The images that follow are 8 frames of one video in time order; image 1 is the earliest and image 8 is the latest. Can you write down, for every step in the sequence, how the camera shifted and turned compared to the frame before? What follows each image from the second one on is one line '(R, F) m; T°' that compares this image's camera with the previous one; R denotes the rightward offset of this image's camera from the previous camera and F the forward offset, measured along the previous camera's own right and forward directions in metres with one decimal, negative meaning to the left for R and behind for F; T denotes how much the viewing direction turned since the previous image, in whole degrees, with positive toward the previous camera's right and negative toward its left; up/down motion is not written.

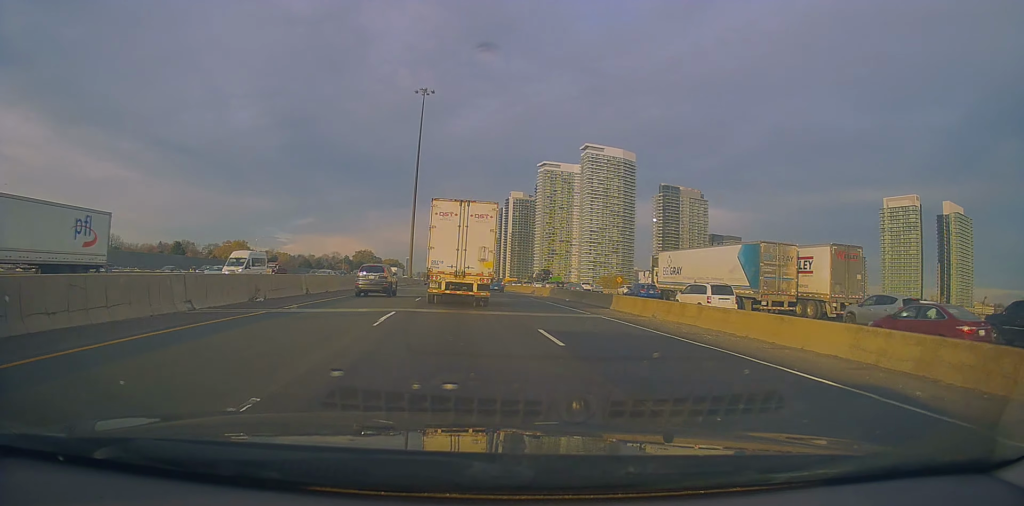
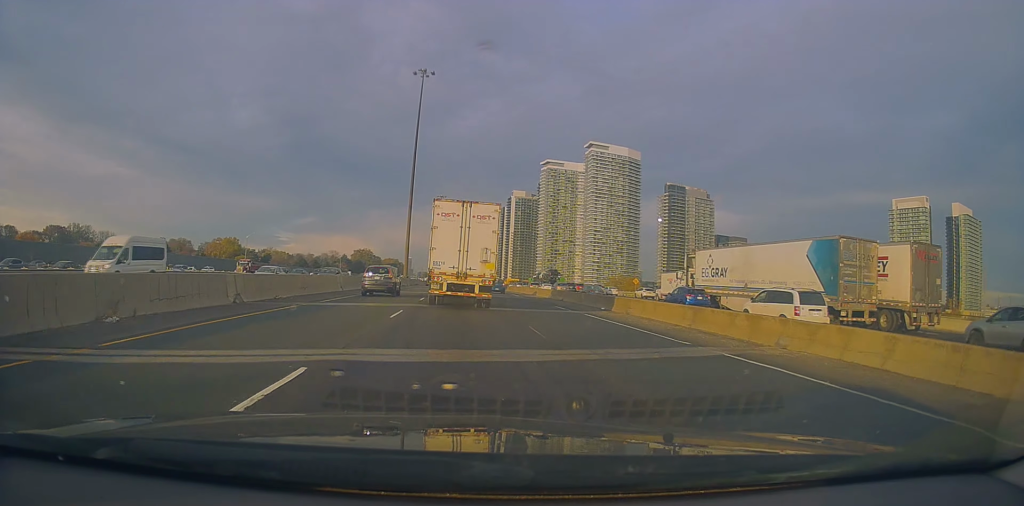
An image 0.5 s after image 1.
(+0.2, +10.1) m; +1°
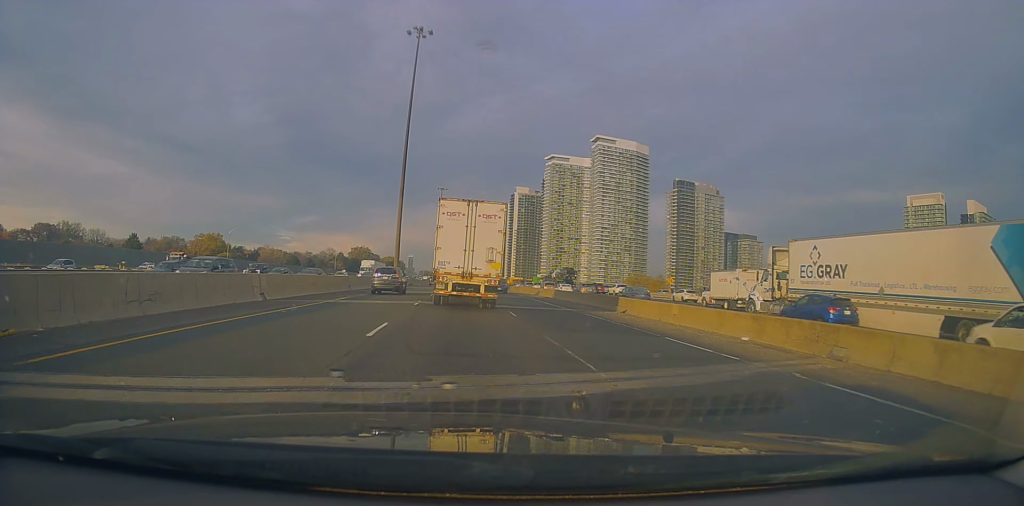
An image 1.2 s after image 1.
(+0.2, +16.4) m; 0°
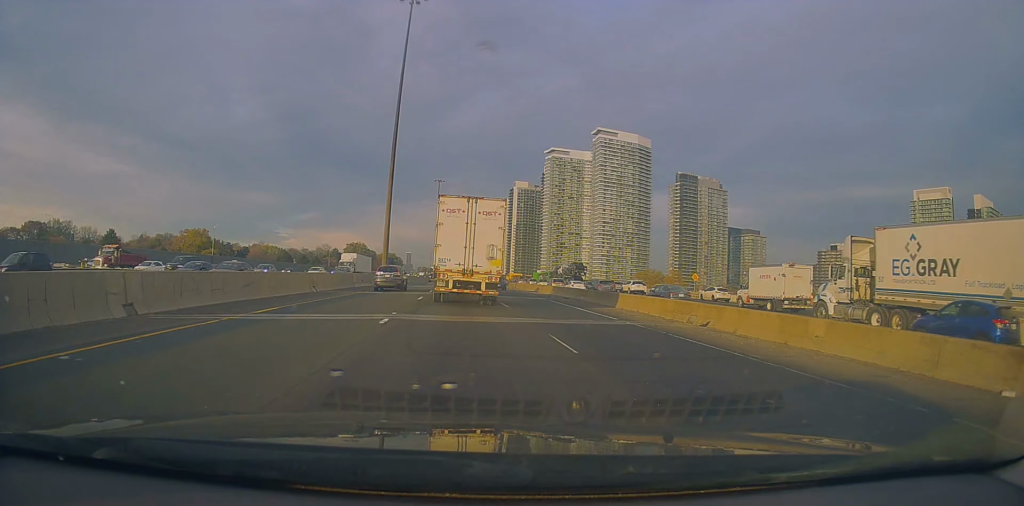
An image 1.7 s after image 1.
(+0.1, +10.4) m; -1°
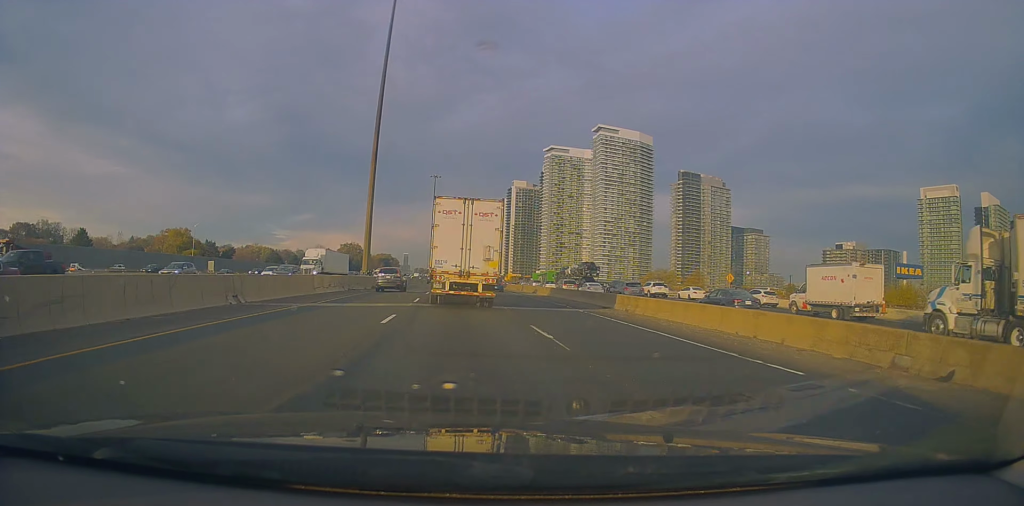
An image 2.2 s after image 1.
(-0.1, +12.0) m; 0°
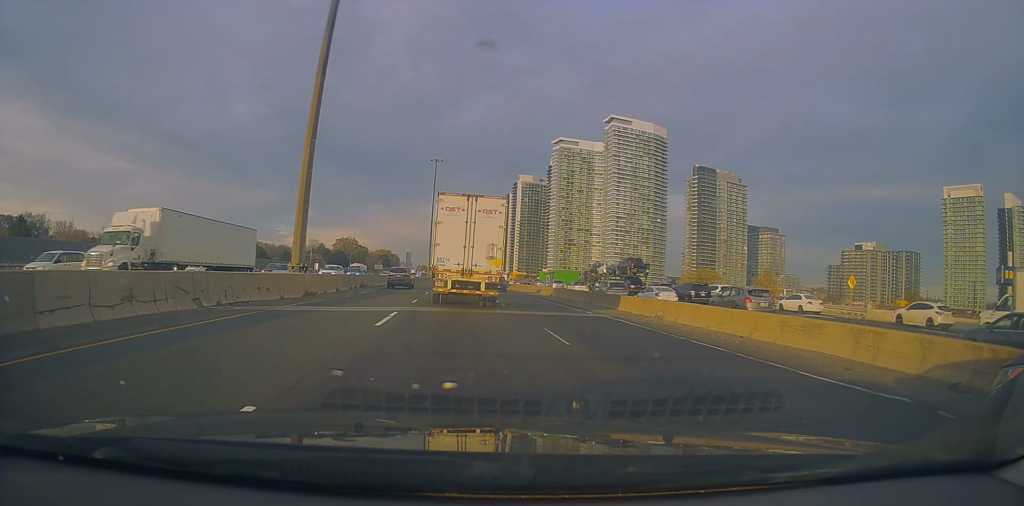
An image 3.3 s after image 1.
(0.0, +23.7) m; +1°
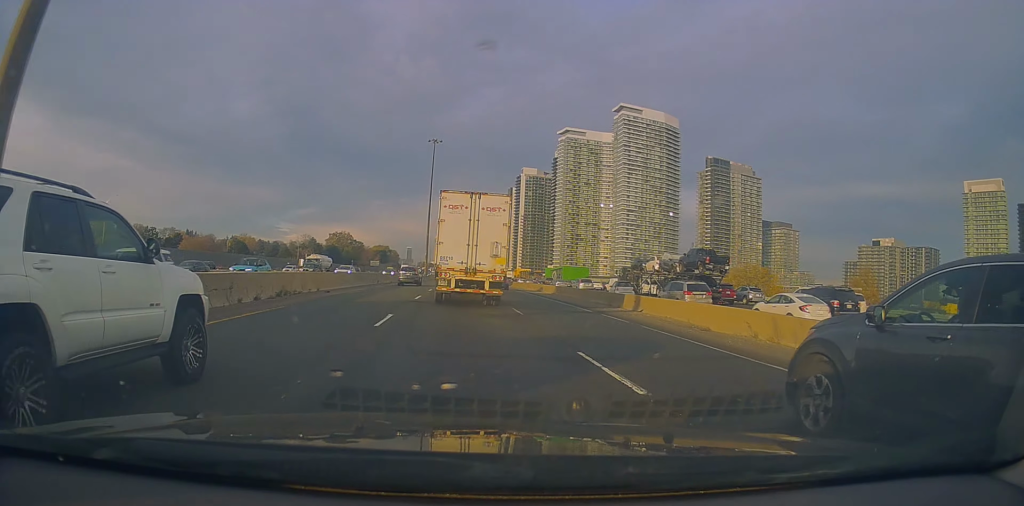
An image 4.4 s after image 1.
(+0.3, +21.6) m; -1°
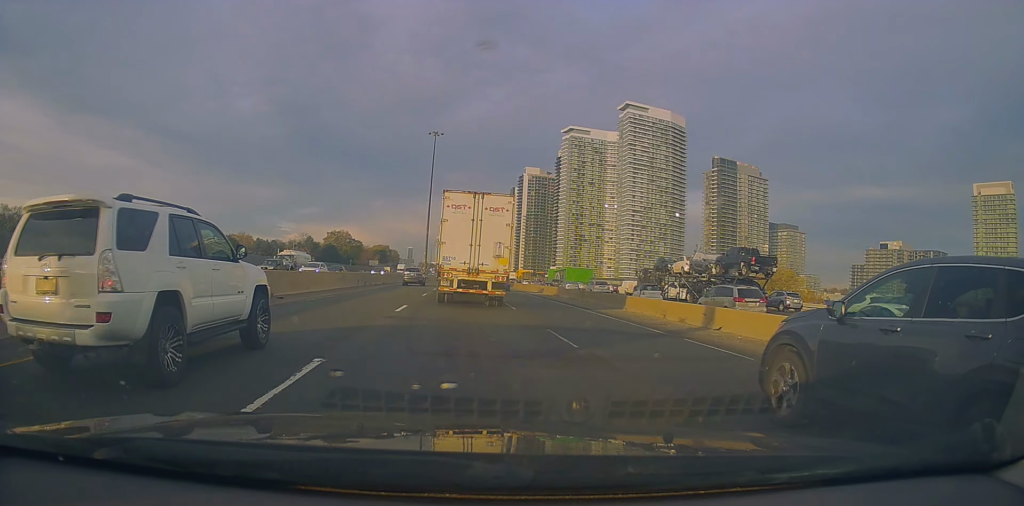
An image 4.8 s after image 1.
(-0.3, +8.7) m; -1°
